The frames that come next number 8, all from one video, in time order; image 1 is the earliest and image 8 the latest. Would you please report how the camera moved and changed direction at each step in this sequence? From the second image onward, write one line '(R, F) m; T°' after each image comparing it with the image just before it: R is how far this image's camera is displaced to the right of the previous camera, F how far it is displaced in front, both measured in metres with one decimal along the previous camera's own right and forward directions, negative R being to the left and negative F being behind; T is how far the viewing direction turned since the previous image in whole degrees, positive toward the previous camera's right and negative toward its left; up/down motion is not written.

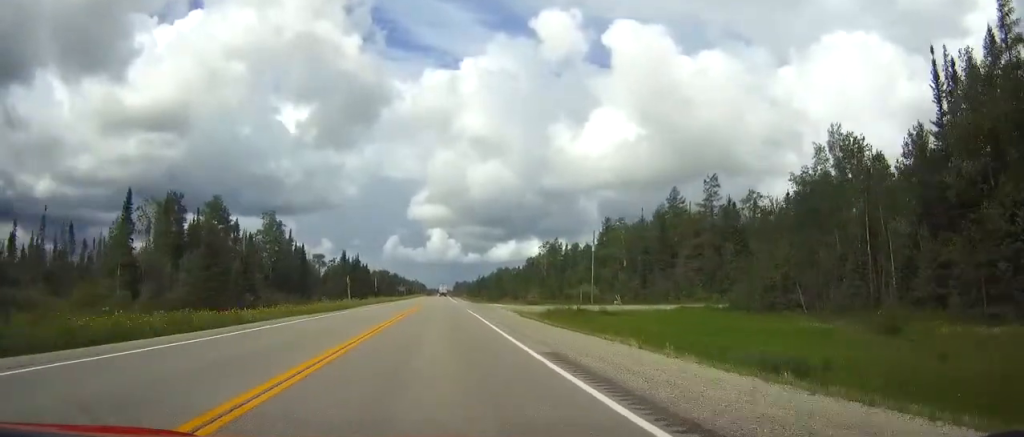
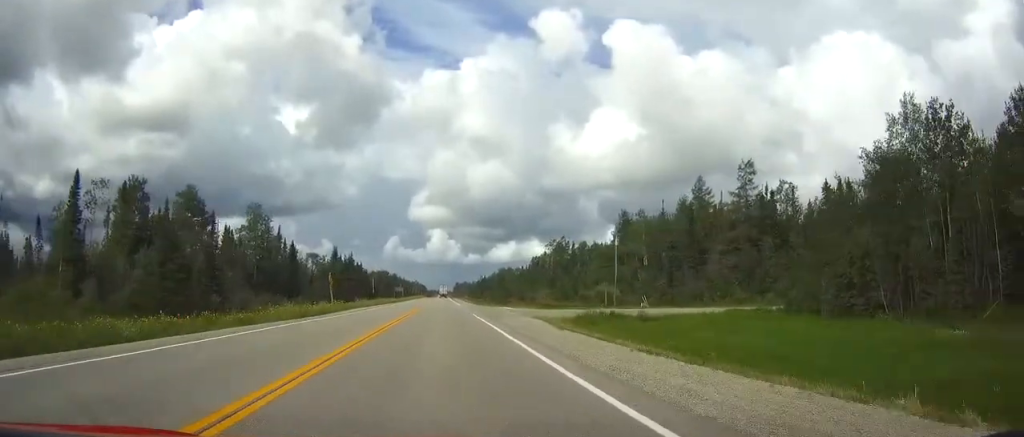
(0.0, +12.6) m; 0°
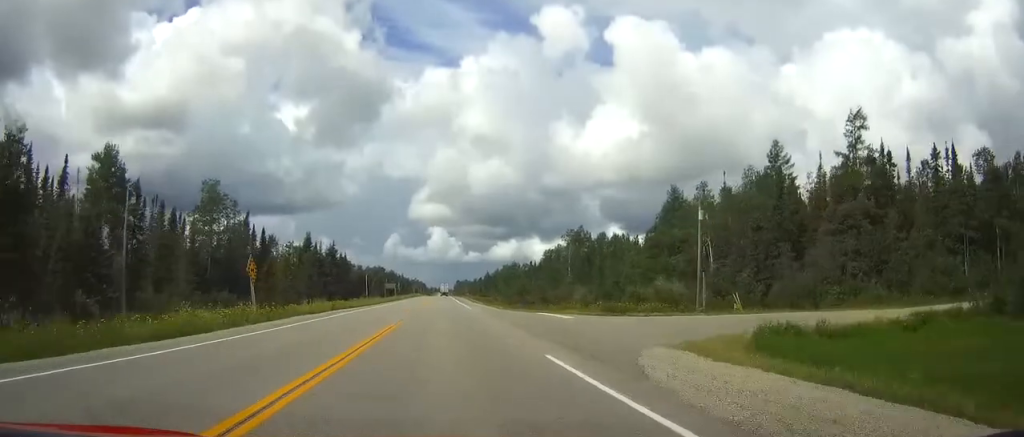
(0.0, +27.3) m; 0°
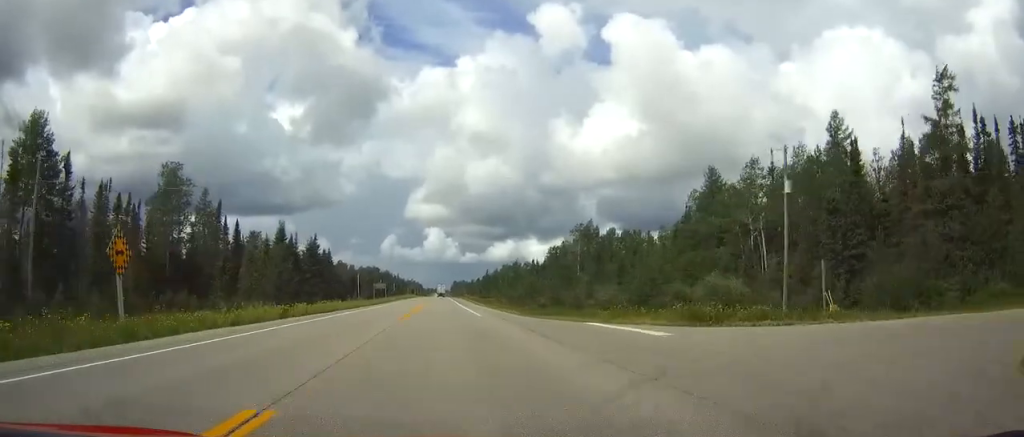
(0.0, +15.9) m; 0°
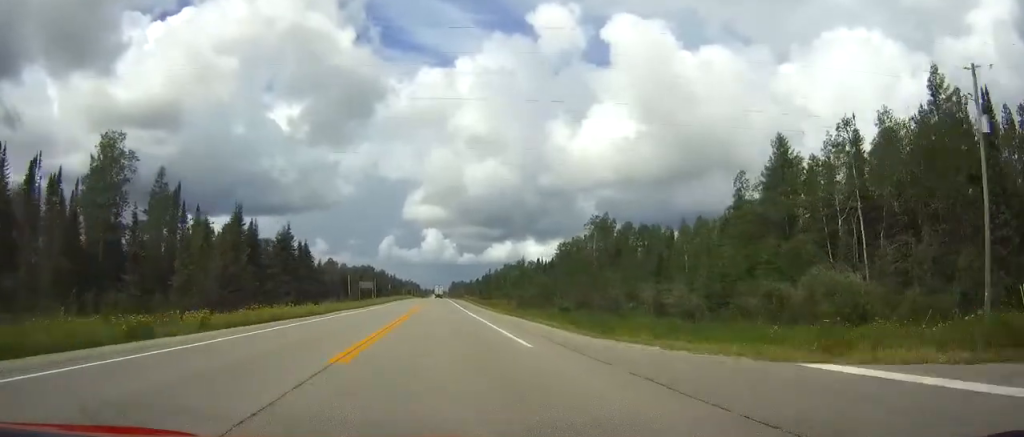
(0.0, +19.1) m; 0°
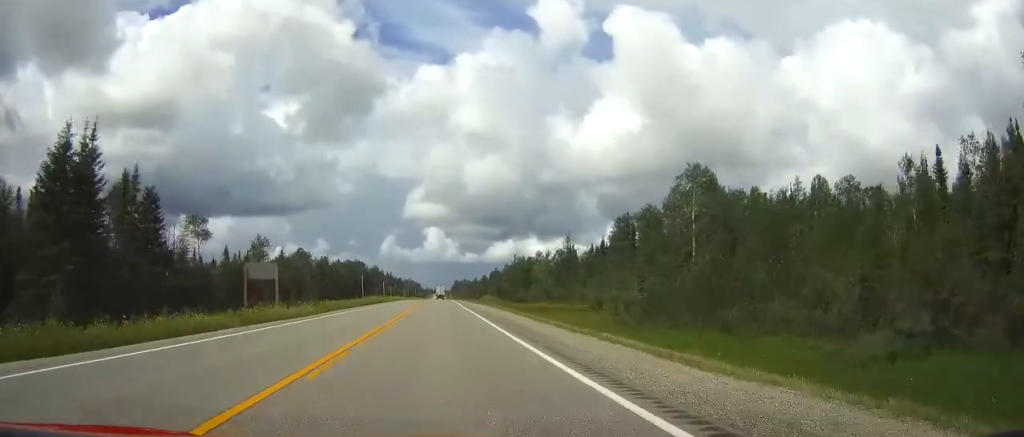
(-0.1, +57.8) m; 0°
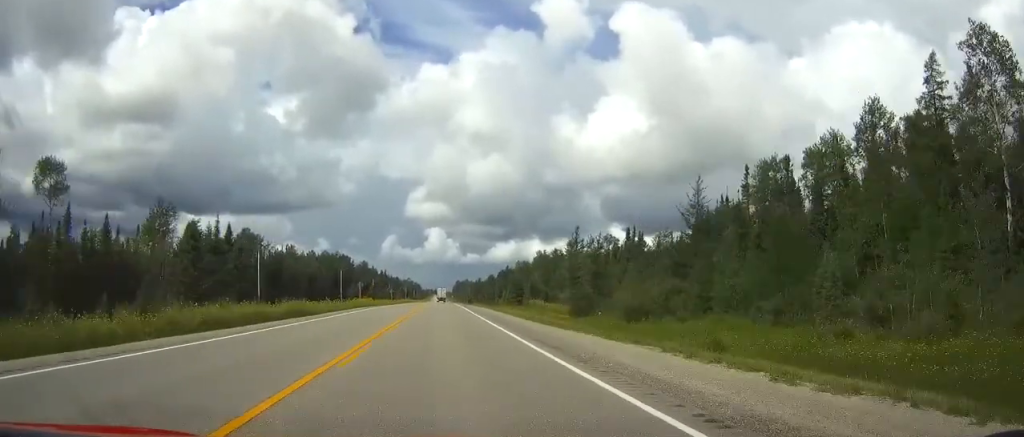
(0.0, +57.3) m; 0°
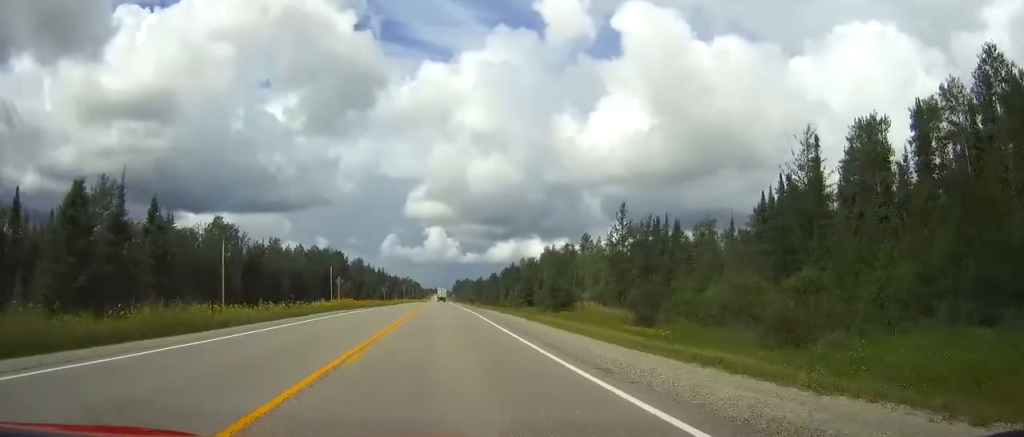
(0.0, +18.4) m; 0°
